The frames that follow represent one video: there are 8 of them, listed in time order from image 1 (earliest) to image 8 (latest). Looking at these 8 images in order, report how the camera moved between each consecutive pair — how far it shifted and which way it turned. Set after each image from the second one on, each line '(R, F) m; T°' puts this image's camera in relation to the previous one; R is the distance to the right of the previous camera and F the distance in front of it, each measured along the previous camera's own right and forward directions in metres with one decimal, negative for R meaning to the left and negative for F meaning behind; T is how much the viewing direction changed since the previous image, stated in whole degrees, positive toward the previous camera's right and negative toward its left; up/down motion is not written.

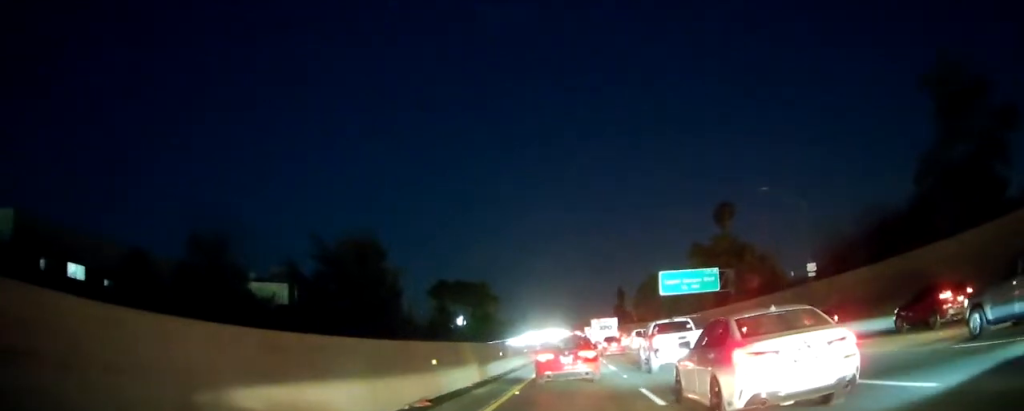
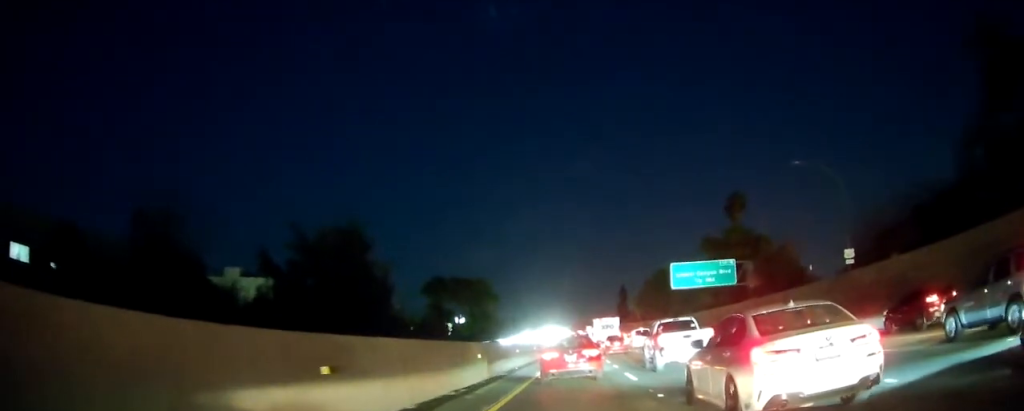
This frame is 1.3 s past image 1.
(0.0, +7.4) m; +2°
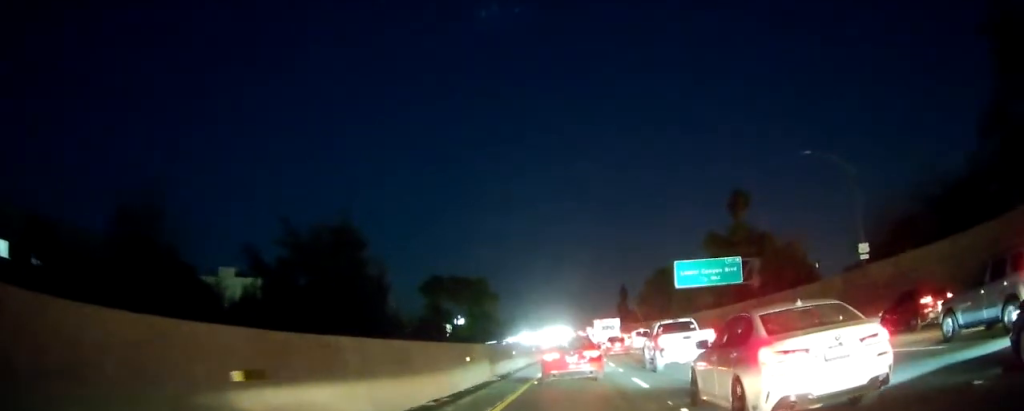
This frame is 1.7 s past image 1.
(-0.1, +2.4) m; +1°
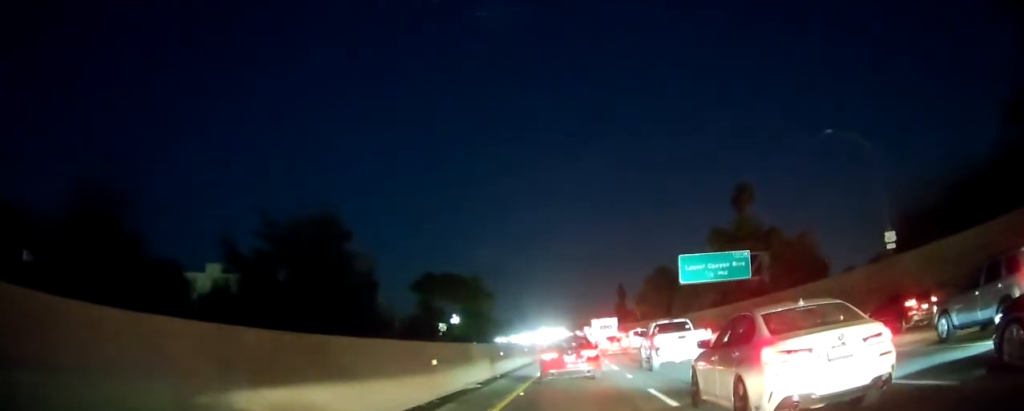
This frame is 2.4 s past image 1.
(+0.2, +4.5) m; 0°
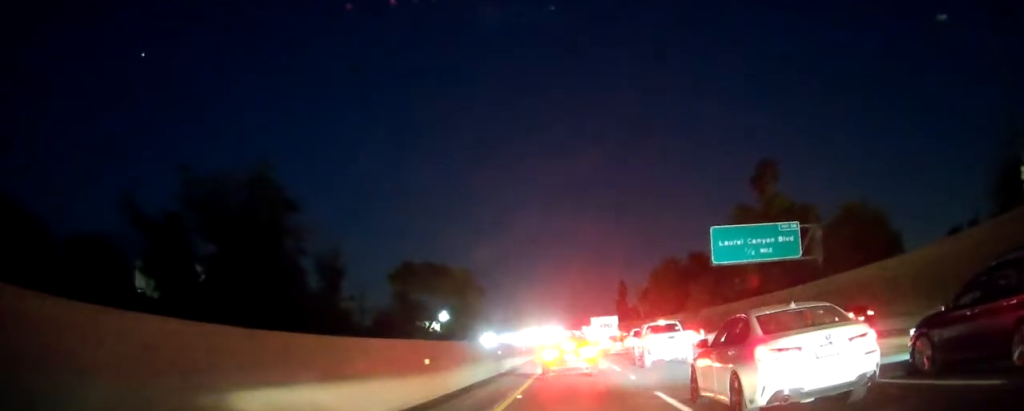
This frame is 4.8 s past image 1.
(-0.5, +15.3) m; -3°
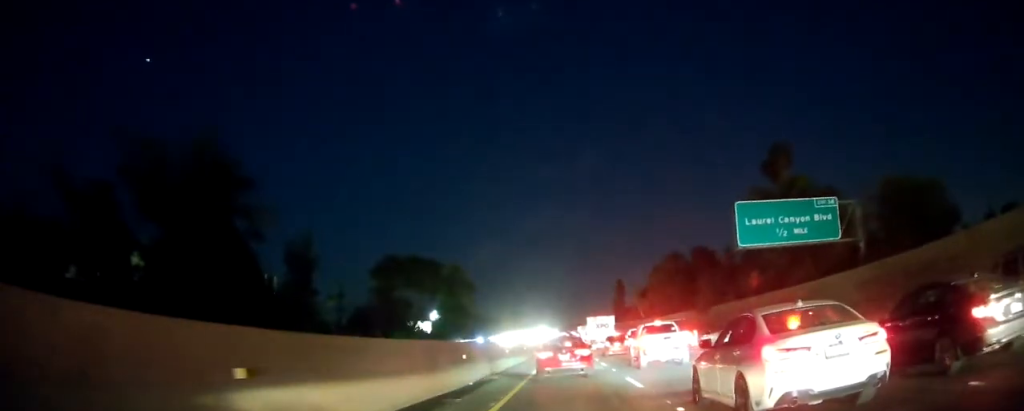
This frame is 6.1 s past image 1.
(0.0, +8.6) m; 0°
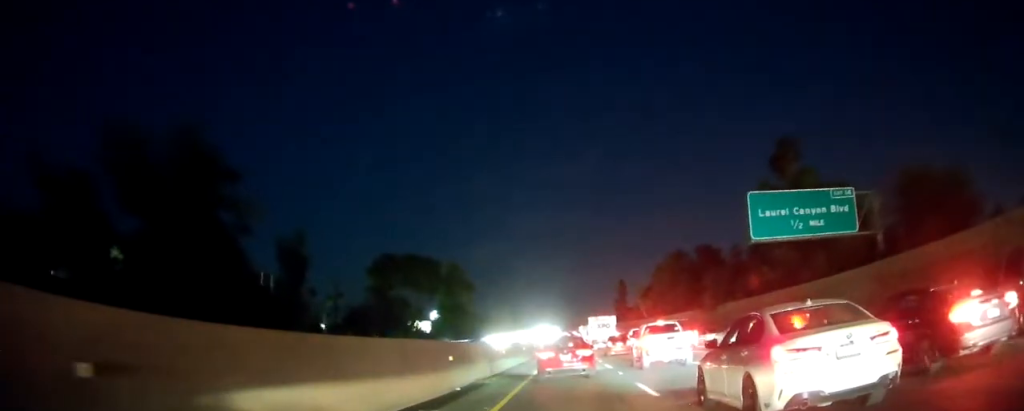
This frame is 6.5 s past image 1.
(0.0, +2.8) m; 0°
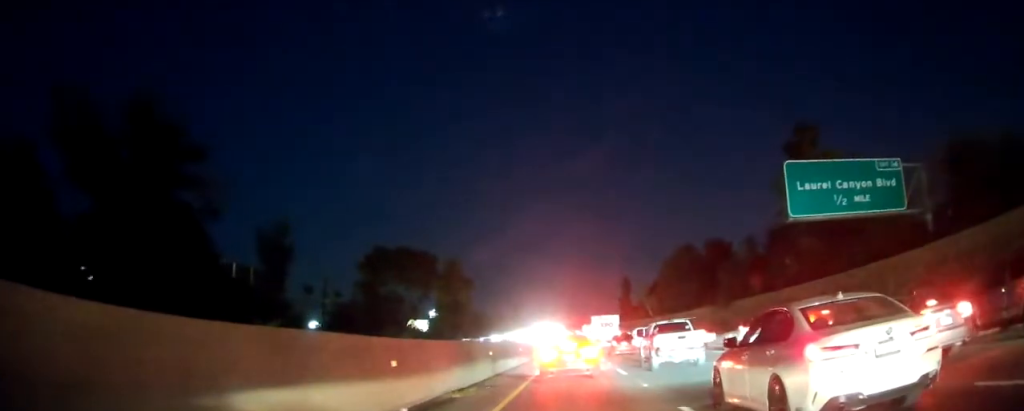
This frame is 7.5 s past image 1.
(0.0, +6.6) m; 0°
